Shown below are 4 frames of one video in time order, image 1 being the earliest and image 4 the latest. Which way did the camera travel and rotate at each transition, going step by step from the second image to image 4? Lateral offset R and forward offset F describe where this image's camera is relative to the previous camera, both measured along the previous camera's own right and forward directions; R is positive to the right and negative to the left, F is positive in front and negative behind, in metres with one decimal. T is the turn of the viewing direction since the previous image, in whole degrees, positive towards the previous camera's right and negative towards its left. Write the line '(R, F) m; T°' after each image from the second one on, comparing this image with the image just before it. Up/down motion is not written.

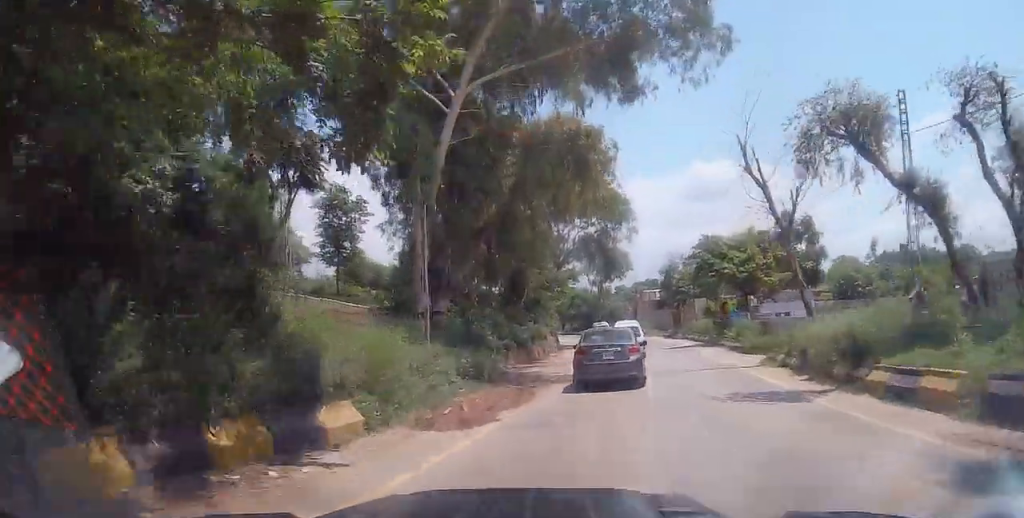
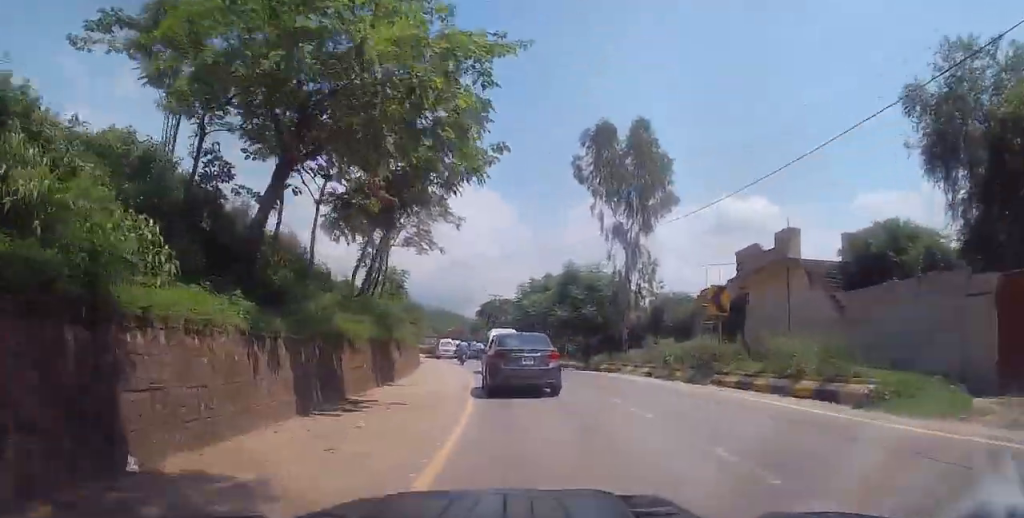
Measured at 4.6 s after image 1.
(+3.6, +52.0) m; -16°
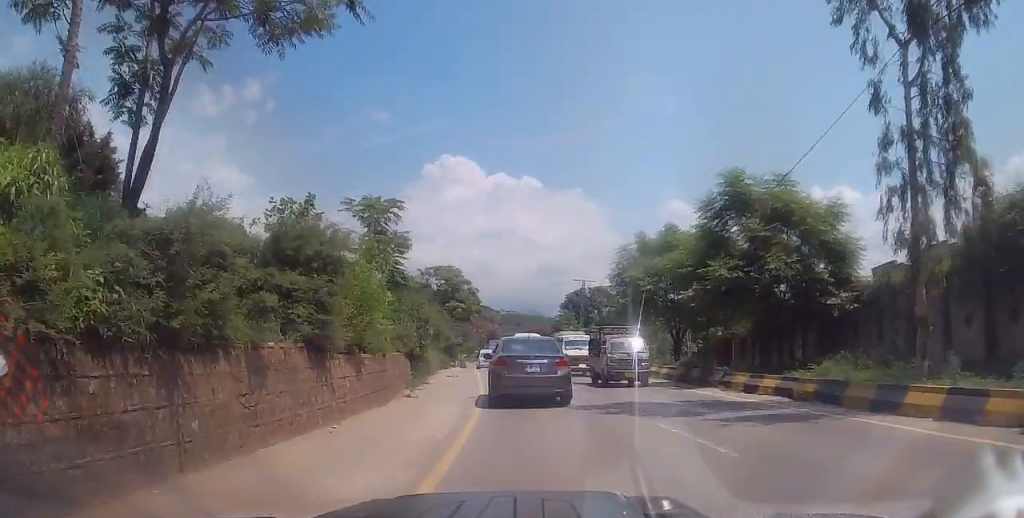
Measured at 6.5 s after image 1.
(+1.7, +19.0) m; +16°
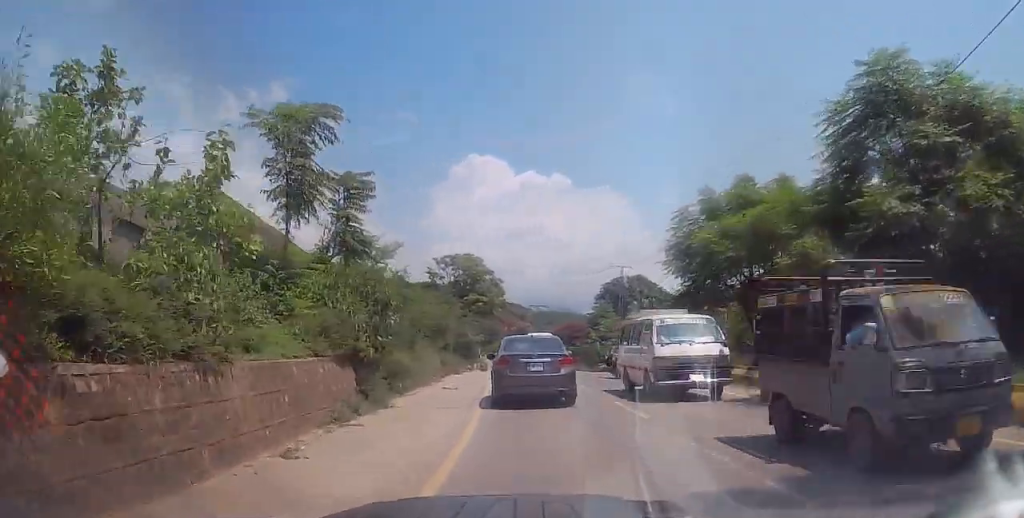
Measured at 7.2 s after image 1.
(-0.8, +8.8) m; -7°
